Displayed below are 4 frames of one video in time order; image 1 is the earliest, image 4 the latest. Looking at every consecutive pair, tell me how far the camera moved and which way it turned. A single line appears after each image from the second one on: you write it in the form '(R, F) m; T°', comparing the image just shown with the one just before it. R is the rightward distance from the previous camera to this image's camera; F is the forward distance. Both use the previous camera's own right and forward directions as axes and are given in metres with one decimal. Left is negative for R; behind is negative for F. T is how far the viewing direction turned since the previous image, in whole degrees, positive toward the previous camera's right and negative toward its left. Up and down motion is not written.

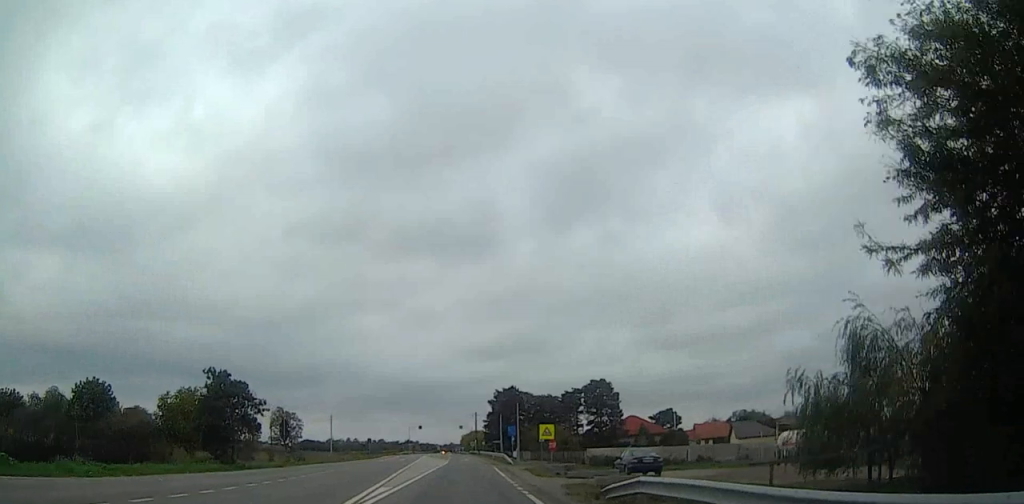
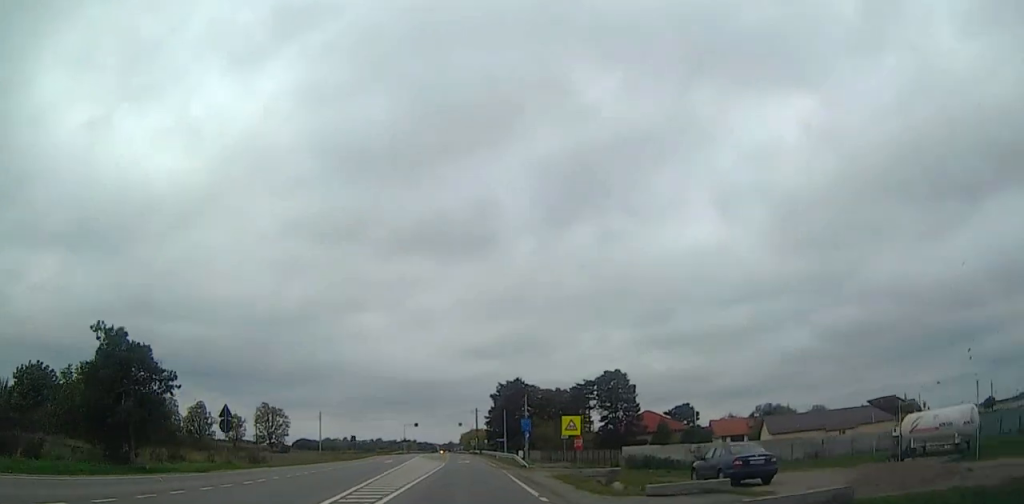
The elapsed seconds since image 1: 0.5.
(0.0, +12.6) m; 0°
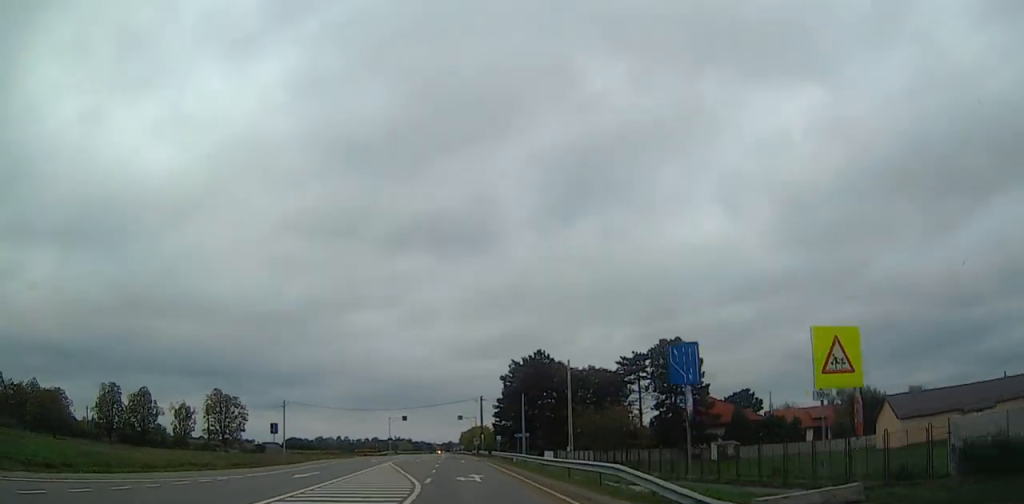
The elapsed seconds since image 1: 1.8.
(-0.1, +31.9) m; 0°
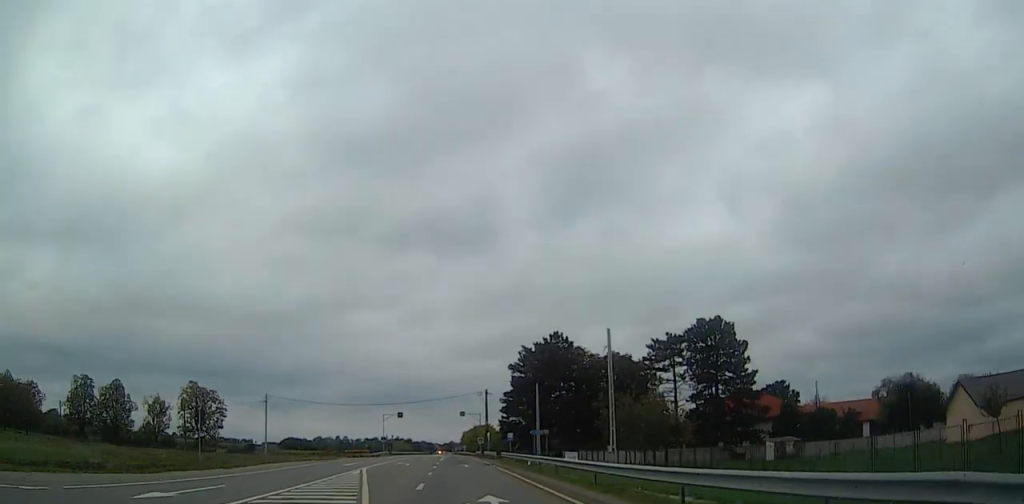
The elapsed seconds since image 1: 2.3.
(0.0, +13.0) m; 0°
